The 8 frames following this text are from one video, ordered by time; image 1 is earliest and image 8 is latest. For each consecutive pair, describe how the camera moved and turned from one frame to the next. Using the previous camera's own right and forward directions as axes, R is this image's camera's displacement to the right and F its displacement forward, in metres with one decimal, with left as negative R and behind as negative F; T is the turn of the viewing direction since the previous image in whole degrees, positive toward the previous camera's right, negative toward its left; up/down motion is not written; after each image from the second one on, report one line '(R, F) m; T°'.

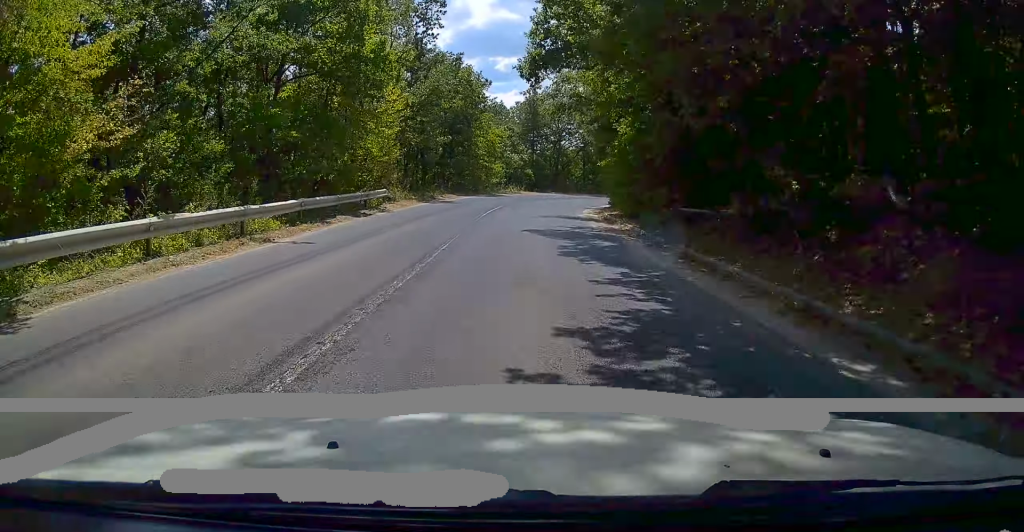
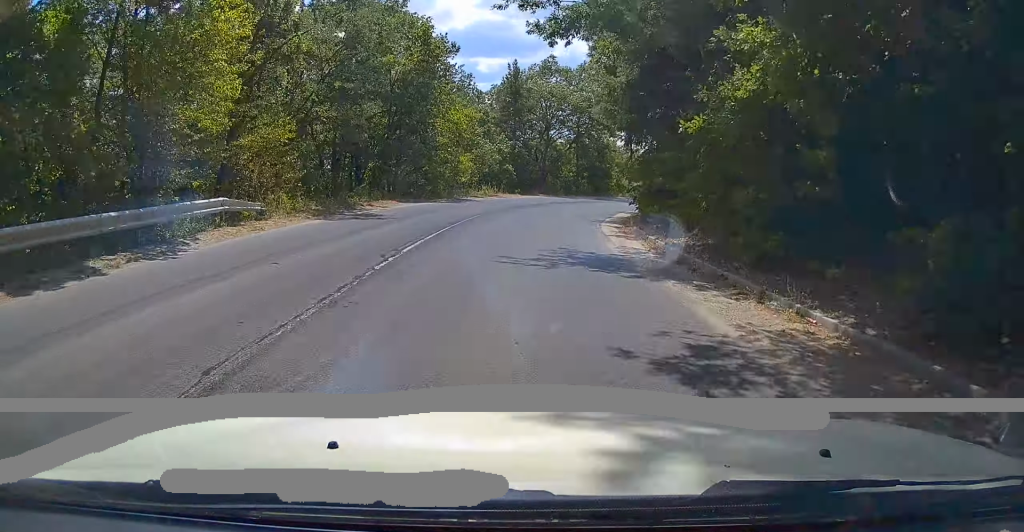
(-0.1, +16.1) m; +1°
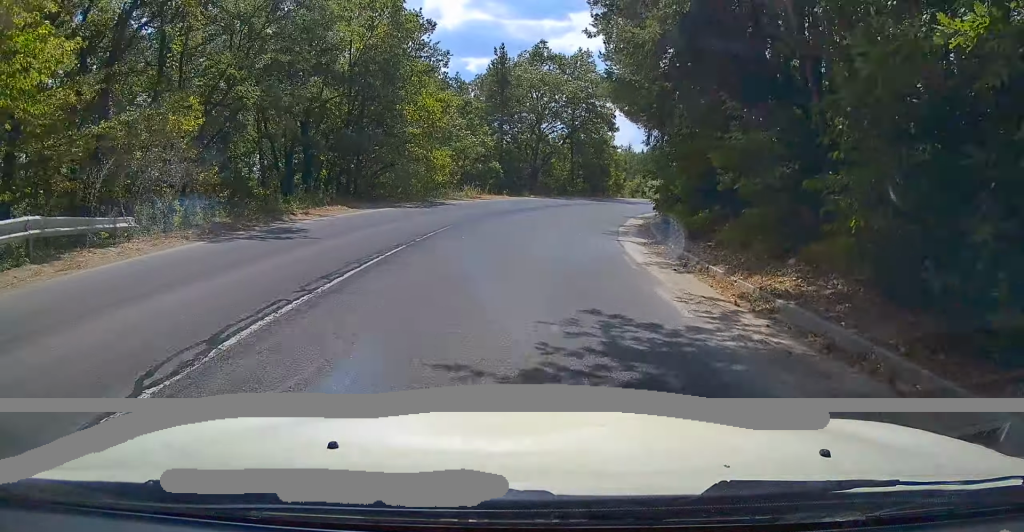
(+0.1, +7.0) m; +1°
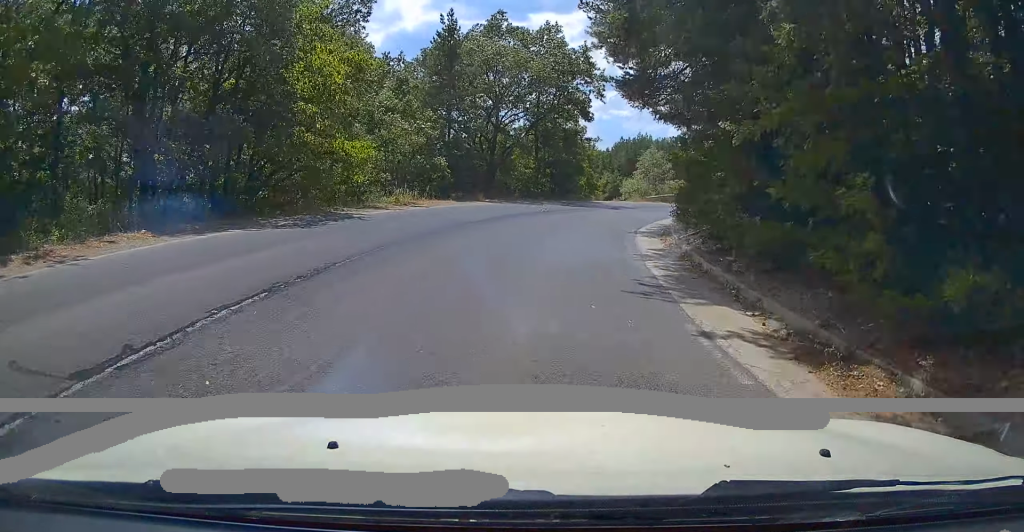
(+0.1, +11.2) m; +3°
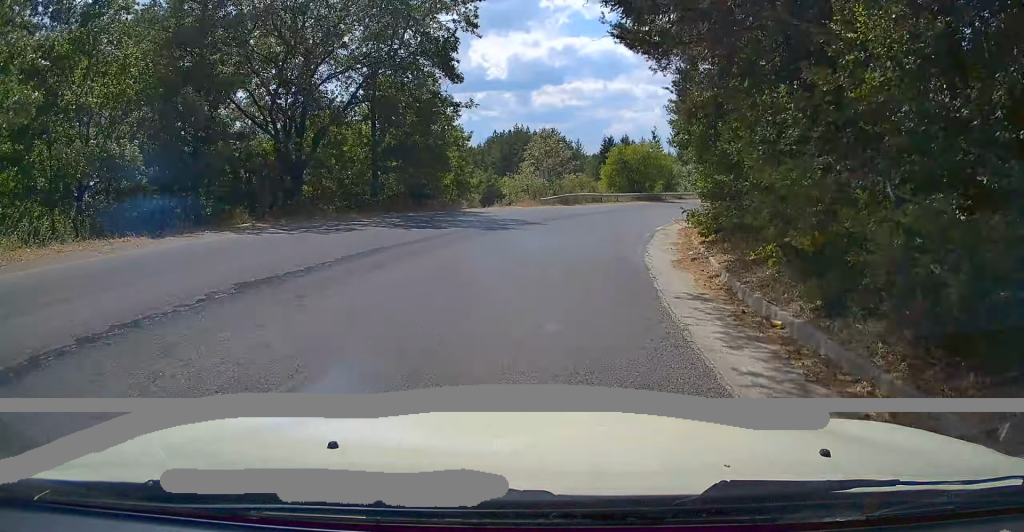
(+1.4, +19.0) m; +11°
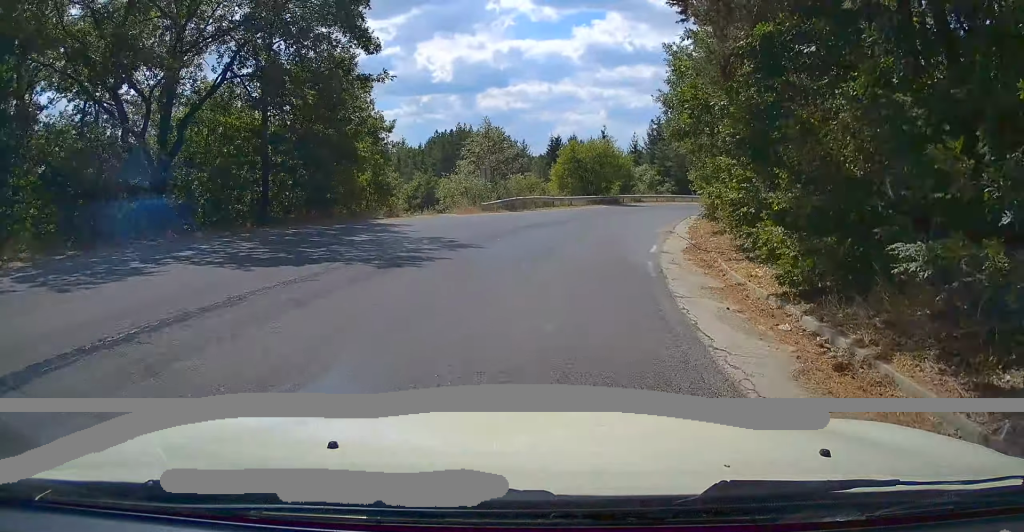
(0.0, +7.5) m; +6°
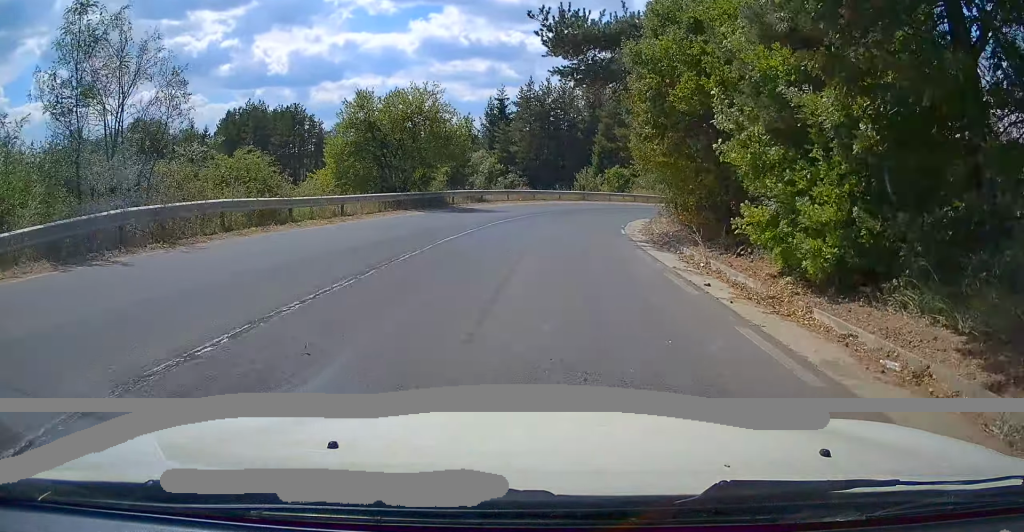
(+3.8, +26.0) m; +13°
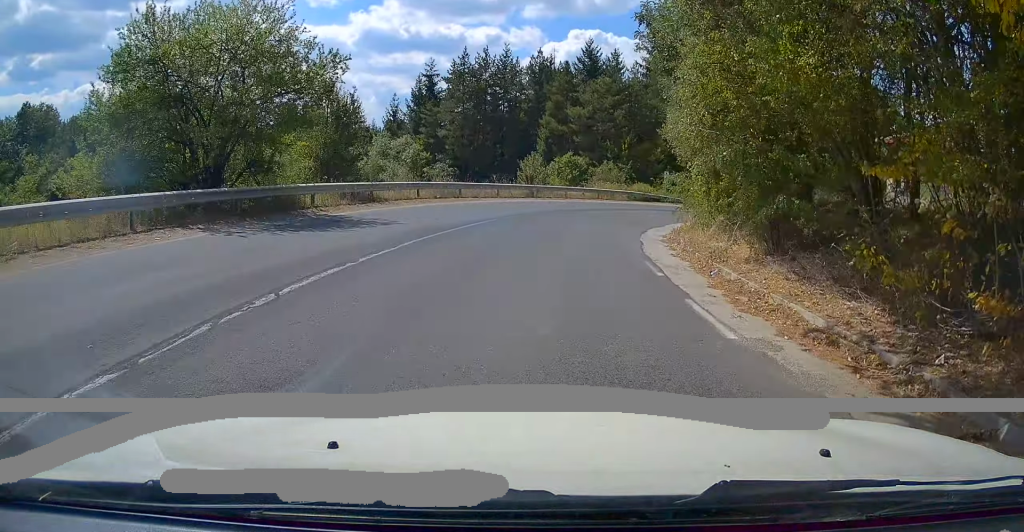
(+0.8, +15.0) m; +8°
